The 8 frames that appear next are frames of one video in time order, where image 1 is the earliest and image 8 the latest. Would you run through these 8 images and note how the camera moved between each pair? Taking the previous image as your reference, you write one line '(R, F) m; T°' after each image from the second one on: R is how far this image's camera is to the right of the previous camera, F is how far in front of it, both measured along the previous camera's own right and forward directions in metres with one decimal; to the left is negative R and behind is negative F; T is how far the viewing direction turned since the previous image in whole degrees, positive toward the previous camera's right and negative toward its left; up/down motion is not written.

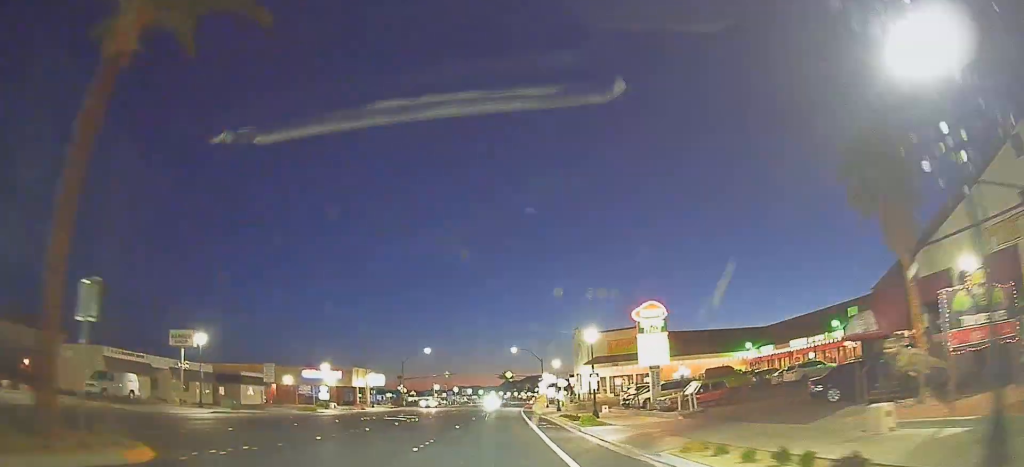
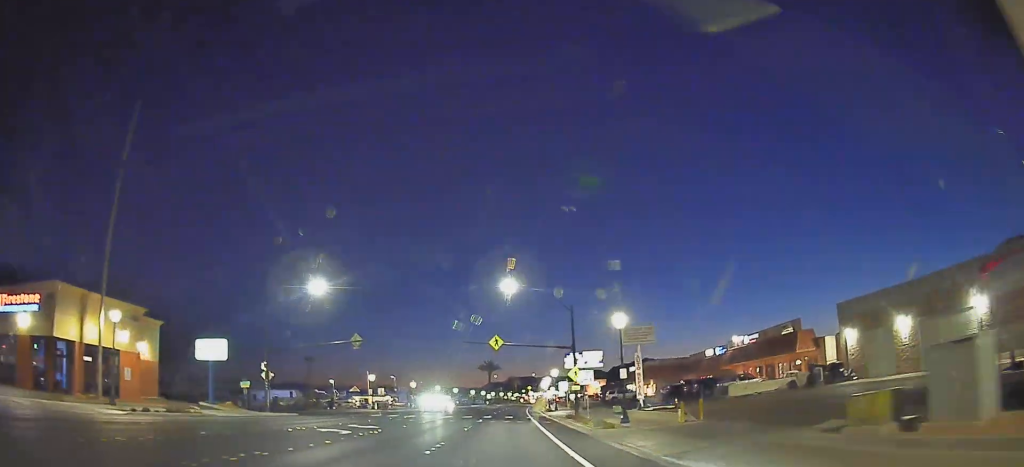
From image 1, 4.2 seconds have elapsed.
(+2.1, +77.1) m; +3°
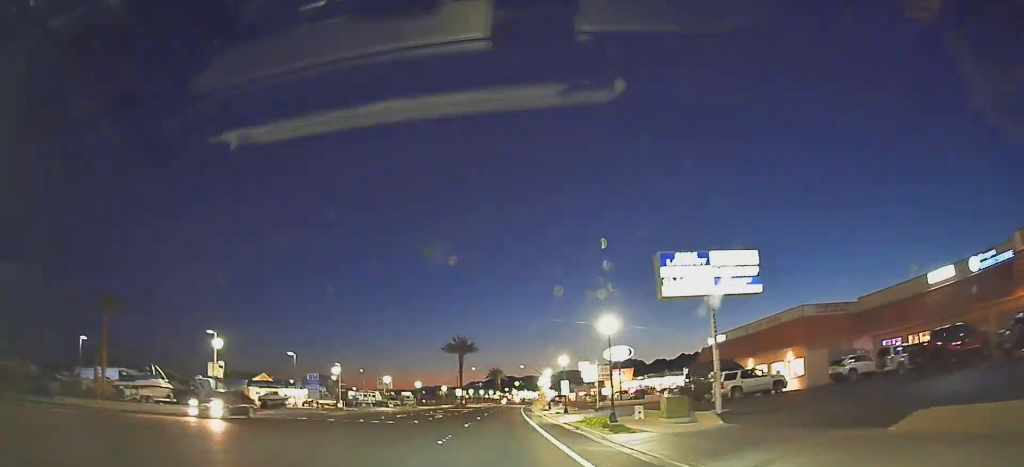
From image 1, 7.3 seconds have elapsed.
(+0.5, +35.3) m; +1°
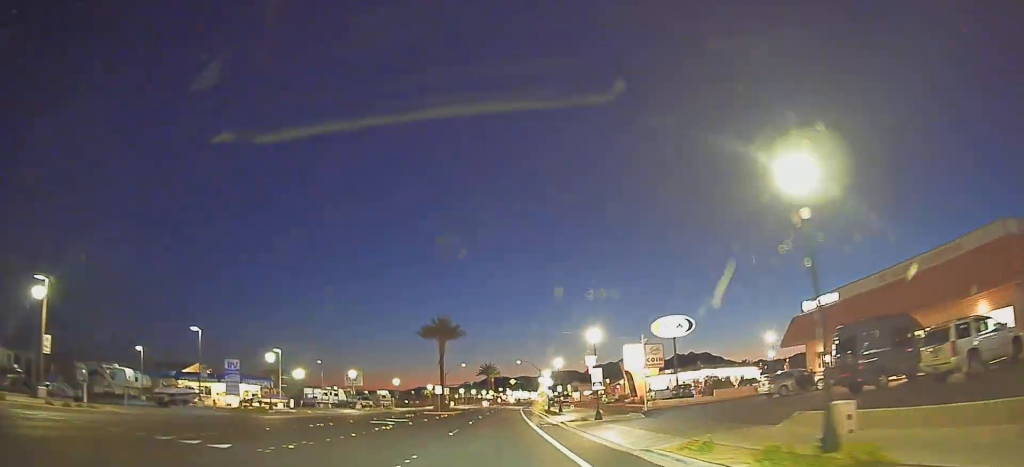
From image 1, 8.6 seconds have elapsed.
(0.0, +16.4) m; 0°
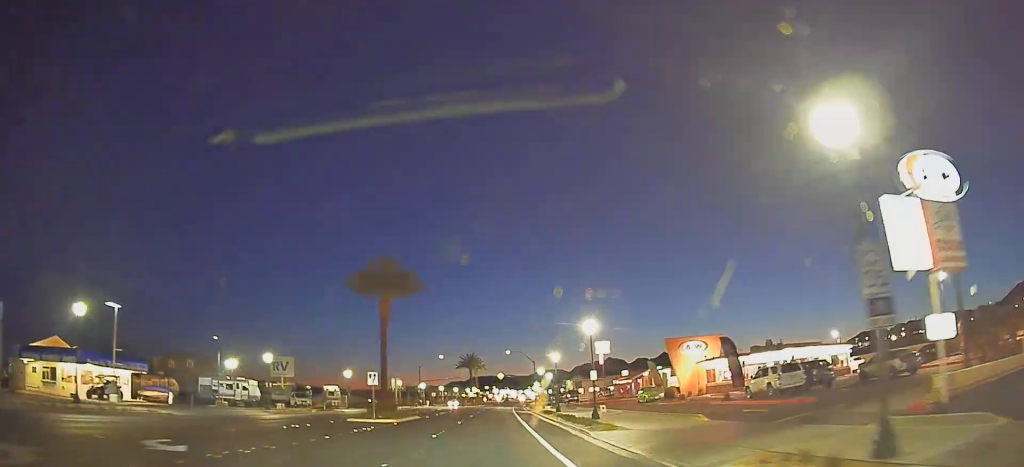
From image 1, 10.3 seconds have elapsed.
(+0.1, +21.9) m; +1°
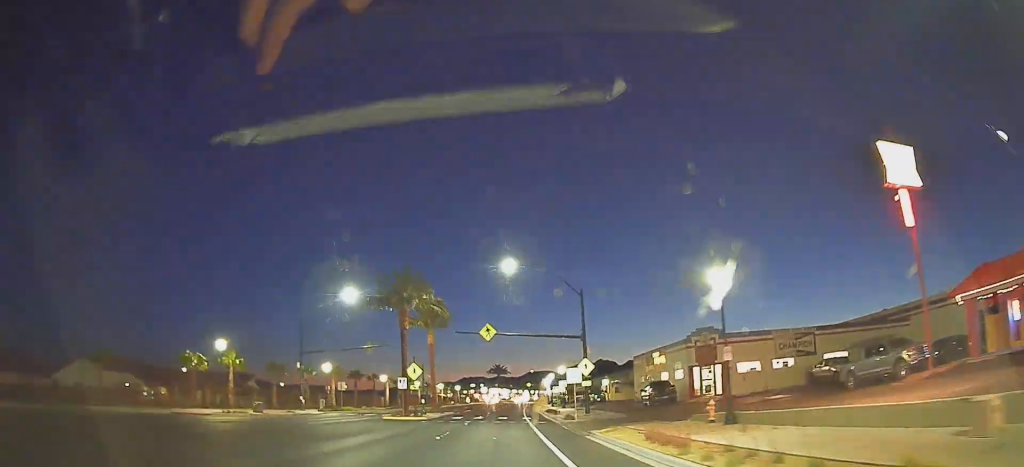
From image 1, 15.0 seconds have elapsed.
(+0.8, +63.4) m; +3°
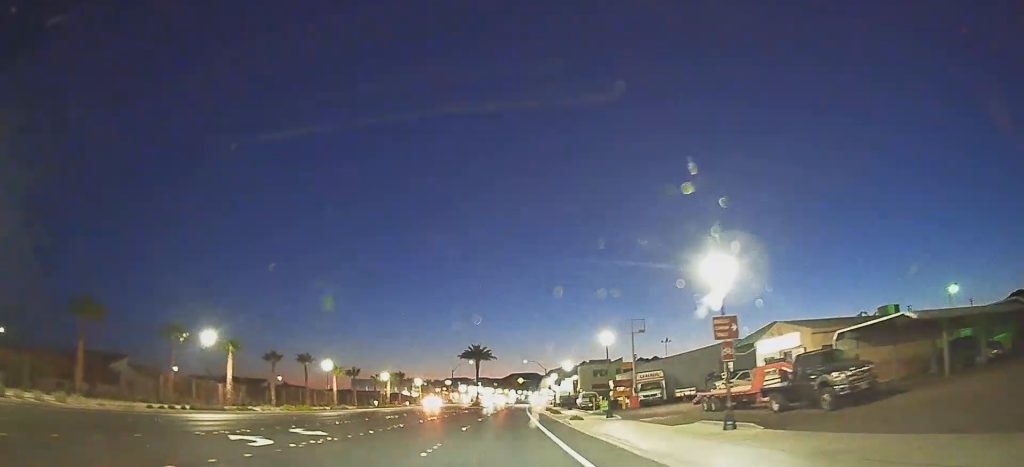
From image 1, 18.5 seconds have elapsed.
(+1.6, +47.1) m; +2°
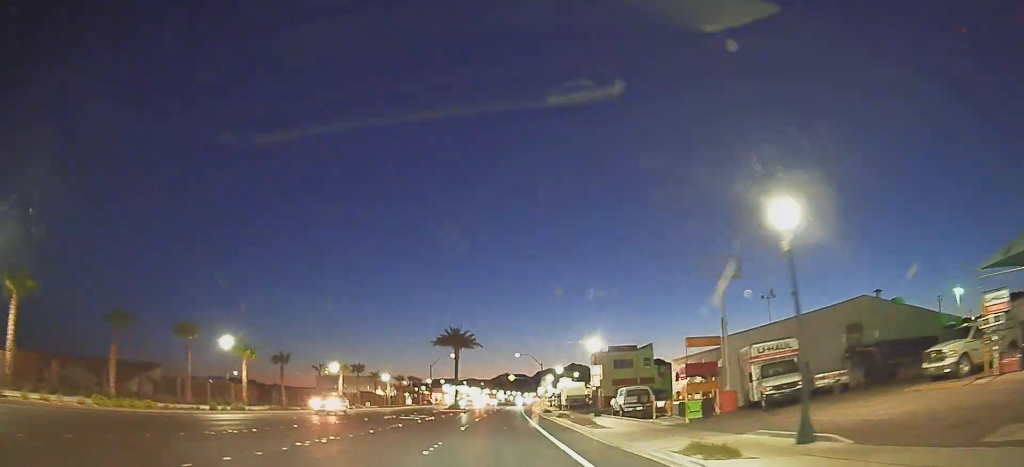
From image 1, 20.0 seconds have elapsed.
(0.0, +18.8) m; 0°
